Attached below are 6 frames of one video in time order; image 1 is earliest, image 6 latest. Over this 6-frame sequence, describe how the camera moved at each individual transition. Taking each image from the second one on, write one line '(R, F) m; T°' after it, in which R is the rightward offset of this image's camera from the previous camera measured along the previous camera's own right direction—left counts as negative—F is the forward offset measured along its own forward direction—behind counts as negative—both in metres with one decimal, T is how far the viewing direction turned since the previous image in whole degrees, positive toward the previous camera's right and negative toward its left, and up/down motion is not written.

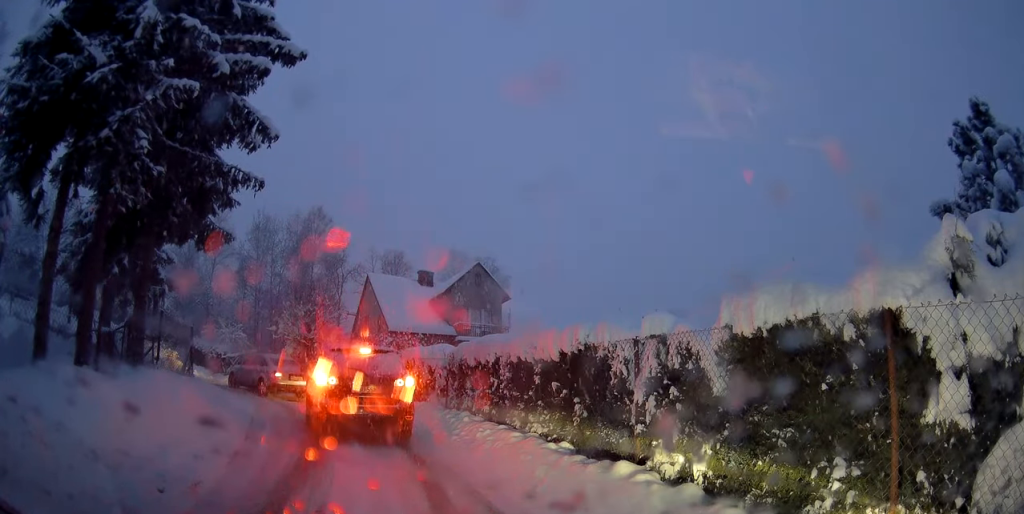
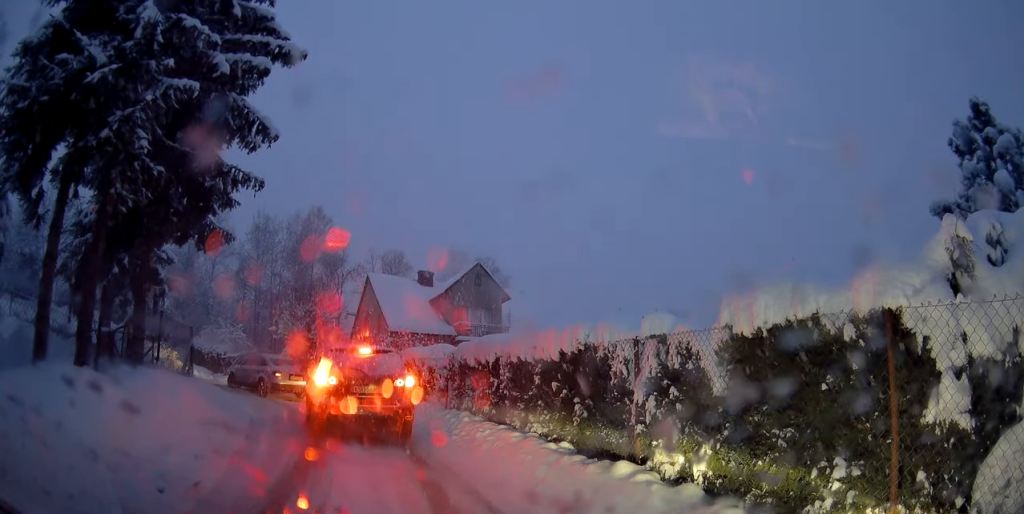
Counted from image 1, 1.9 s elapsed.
(0.0, 0.0) m; 0°
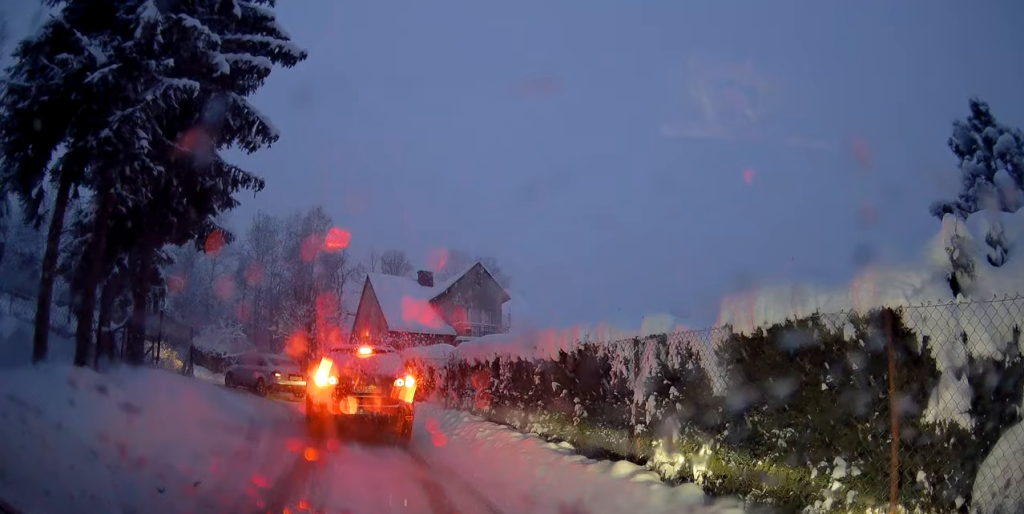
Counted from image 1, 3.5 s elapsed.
(0.0, 0.0) m; 0°
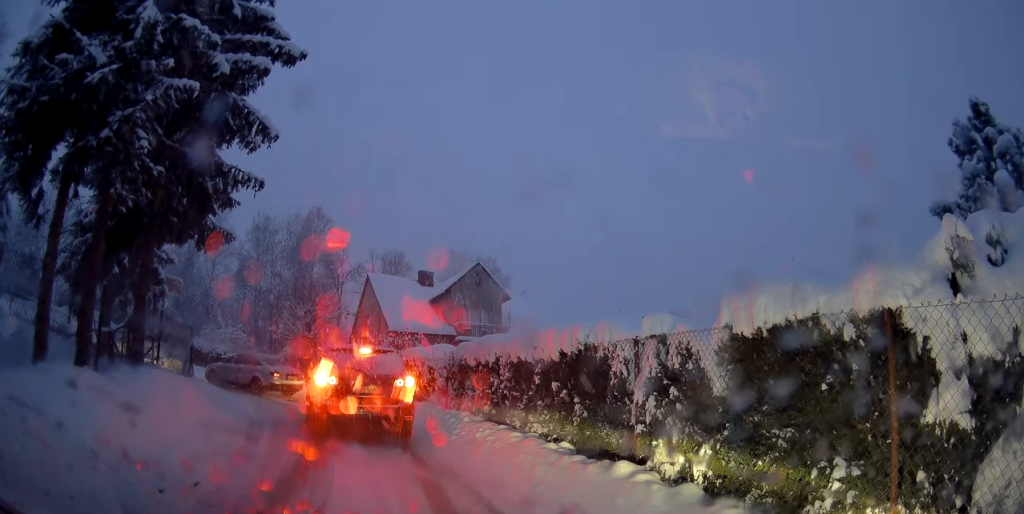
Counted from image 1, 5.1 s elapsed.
(0.0, 0.0) m; 0°
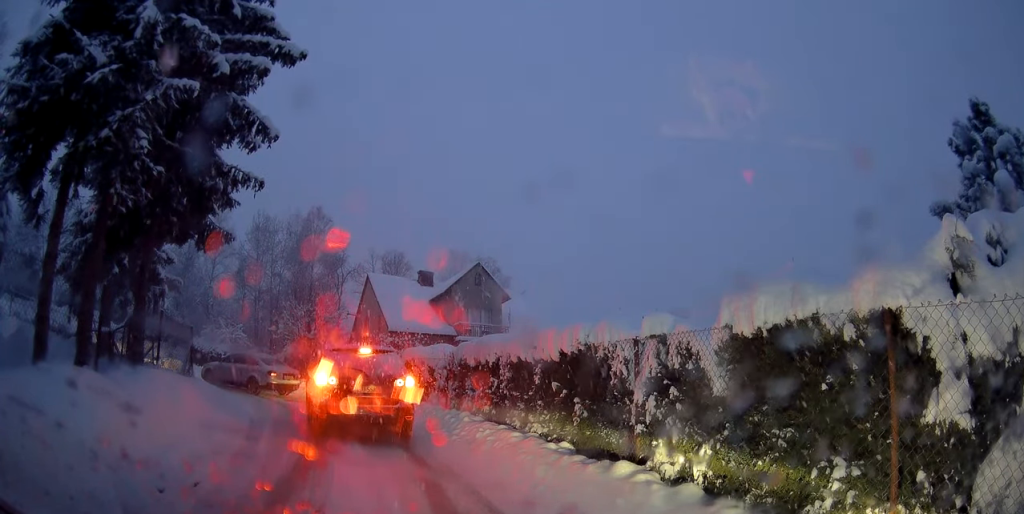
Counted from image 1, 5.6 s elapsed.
(0.0, 0.0) m; 0°
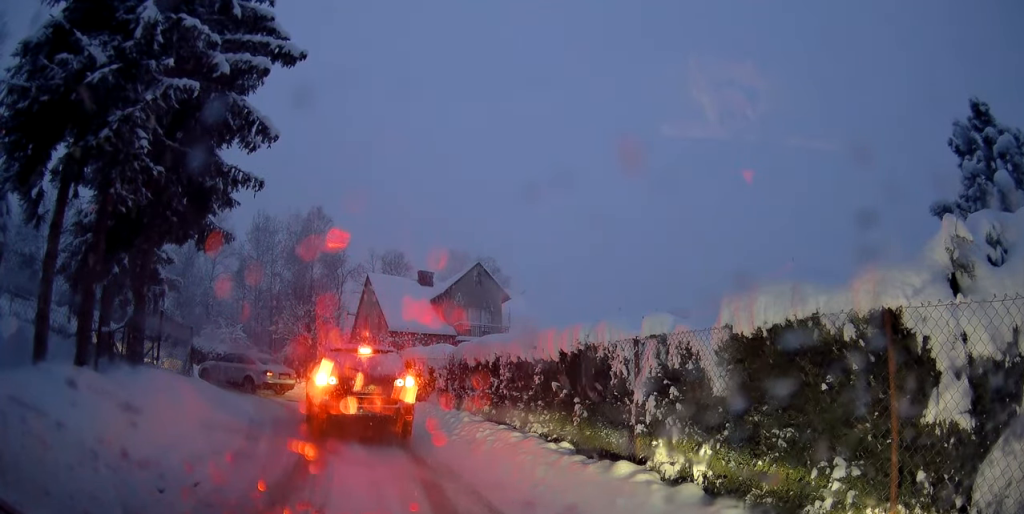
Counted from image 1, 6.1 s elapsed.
(0.0, 0.0) m; 0°
